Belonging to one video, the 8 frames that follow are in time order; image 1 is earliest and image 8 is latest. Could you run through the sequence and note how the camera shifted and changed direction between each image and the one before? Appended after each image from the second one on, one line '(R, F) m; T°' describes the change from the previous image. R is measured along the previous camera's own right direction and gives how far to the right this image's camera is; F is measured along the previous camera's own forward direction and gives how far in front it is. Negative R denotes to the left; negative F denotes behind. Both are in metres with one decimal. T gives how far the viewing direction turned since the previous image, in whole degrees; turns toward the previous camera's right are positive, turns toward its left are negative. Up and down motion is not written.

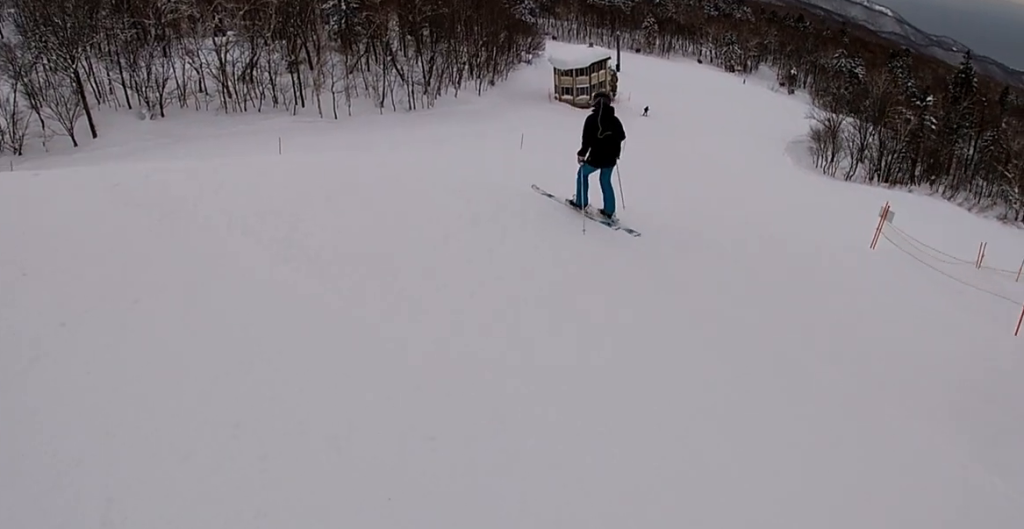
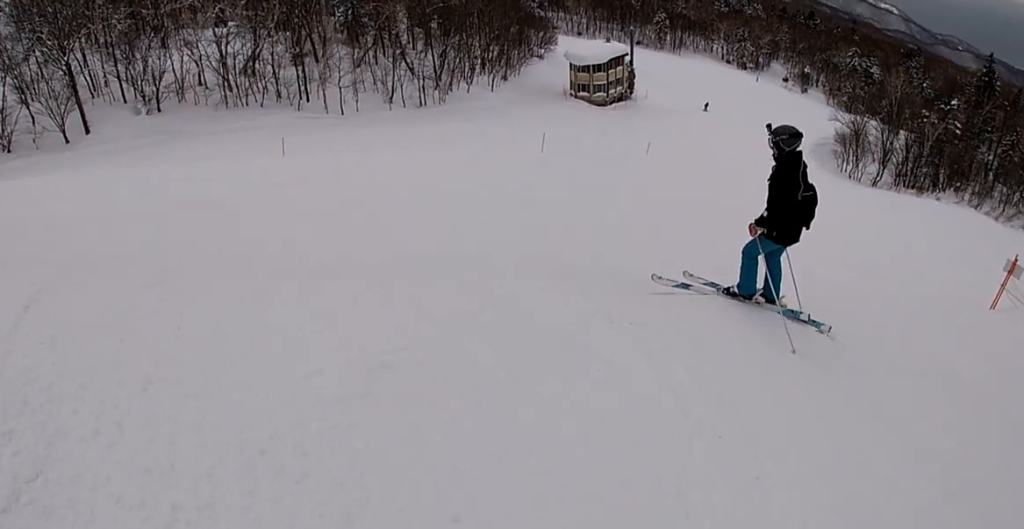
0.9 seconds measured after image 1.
(-0.4, +2.9) m; -10°
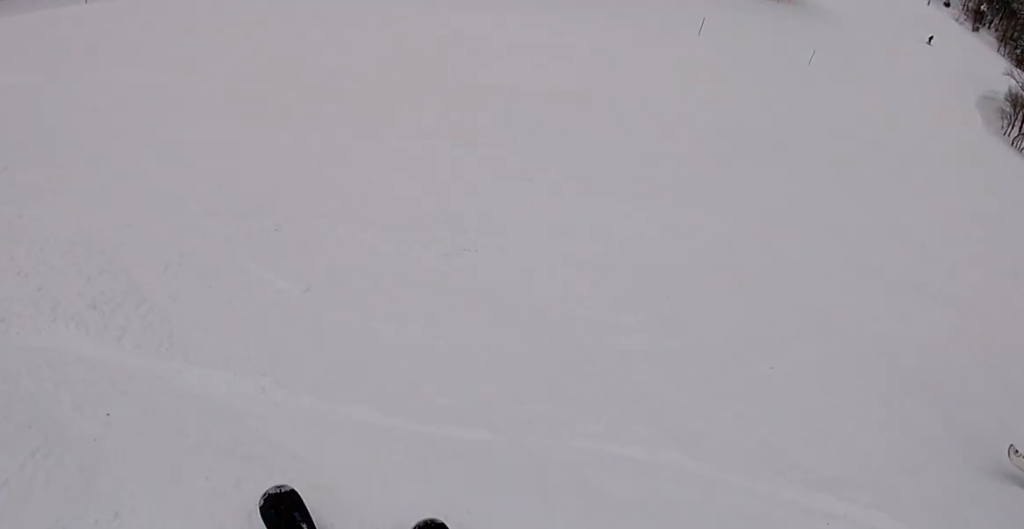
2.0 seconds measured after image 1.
(-0.1, +3.1) m; -14°
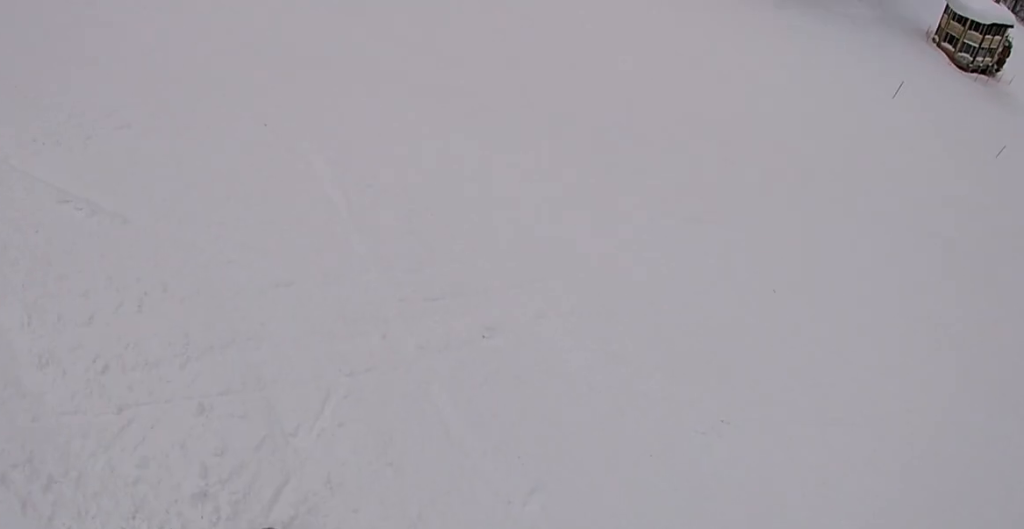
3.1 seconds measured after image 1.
(-0.6, +2.2) m; -21°
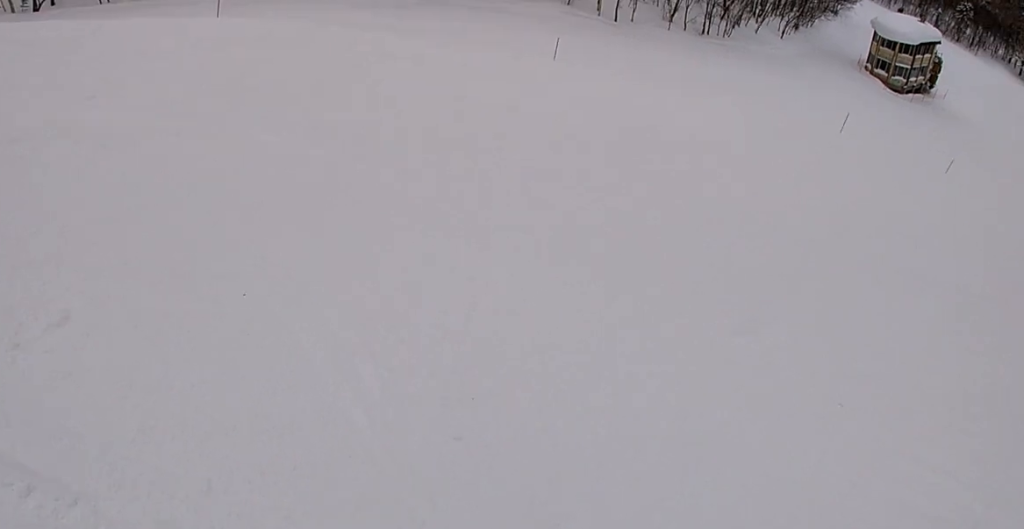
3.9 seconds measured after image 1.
(-0.1, +1.4) m; +5°
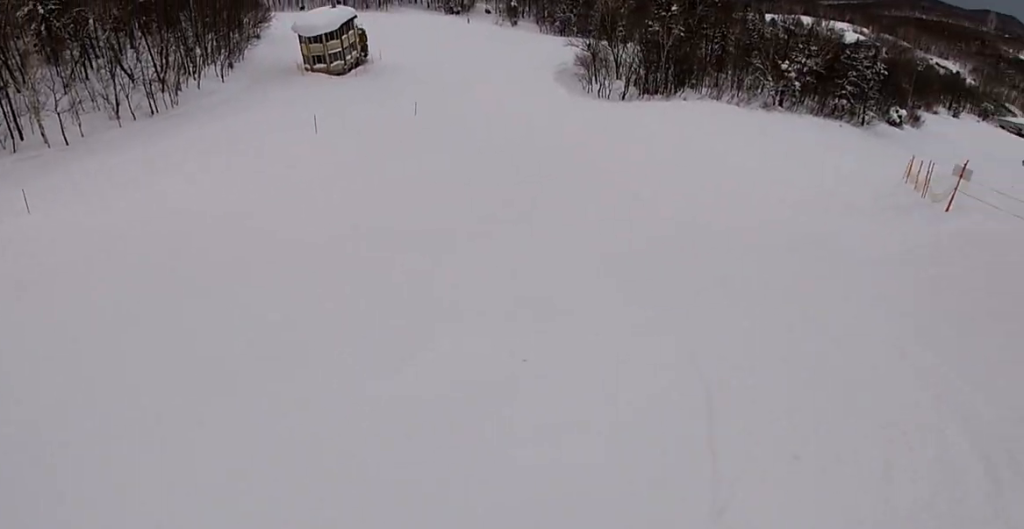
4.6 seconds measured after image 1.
(+0.1, +1.6) m; +21°
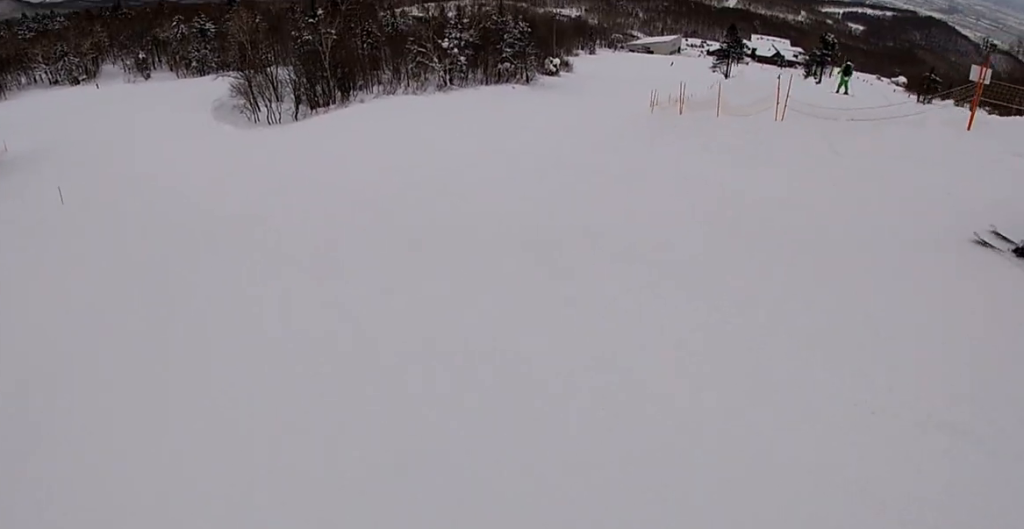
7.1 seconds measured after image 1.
(+7.2, +6.1) m; +69°
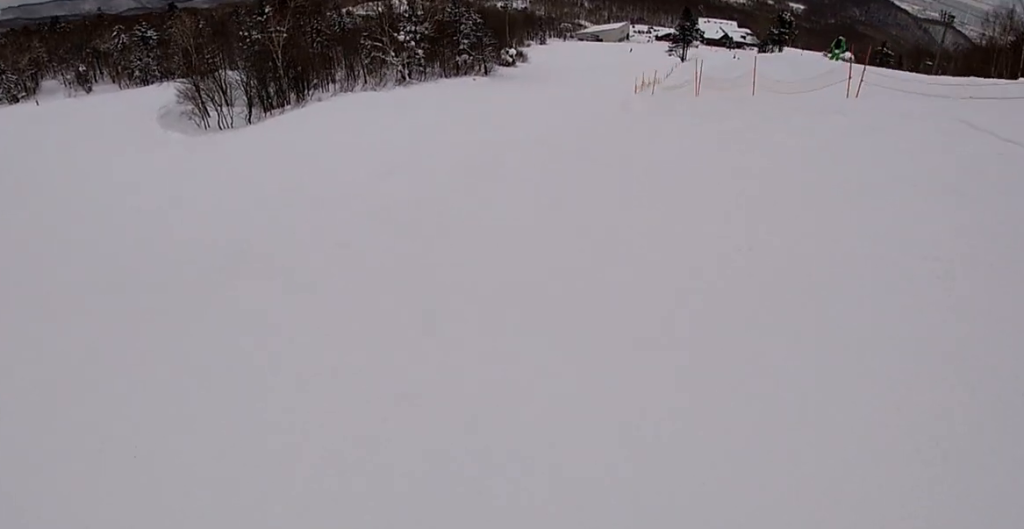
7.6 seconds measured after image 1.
(+0.1, +3.8) m; +5°
